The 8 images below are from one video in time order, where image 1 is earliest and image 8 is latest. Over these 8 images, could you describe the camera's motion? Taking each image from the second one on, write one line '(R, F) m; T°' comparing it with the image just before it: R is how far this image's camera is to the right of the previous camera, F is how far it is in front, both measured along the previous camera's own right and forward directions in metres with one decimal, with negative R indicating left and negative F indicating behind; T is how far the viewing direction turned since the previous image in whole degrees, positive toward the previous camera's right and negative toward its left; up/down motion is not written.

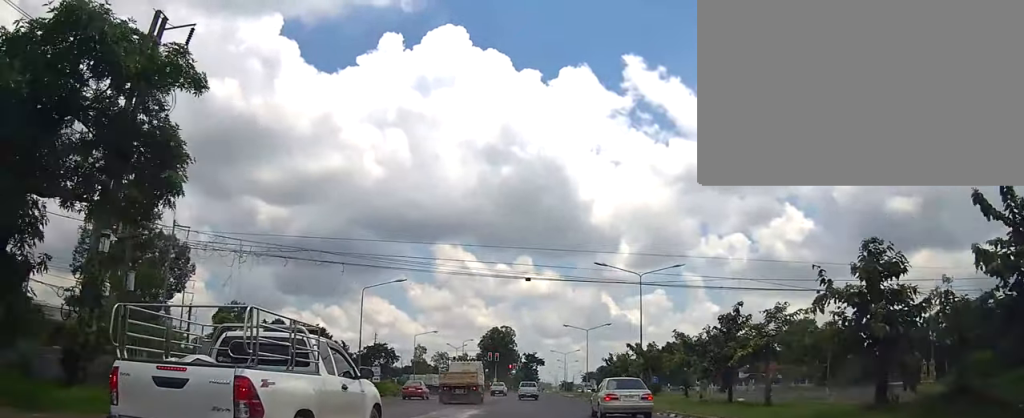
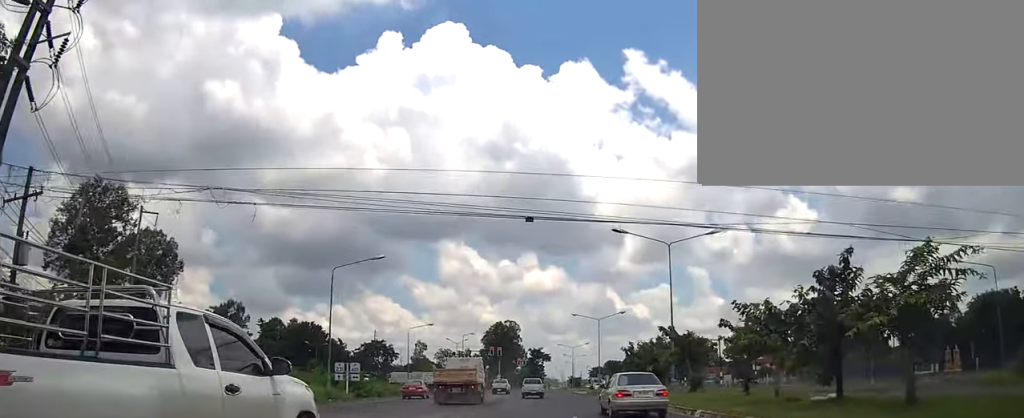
(-0.2, +7.9) m; 0°
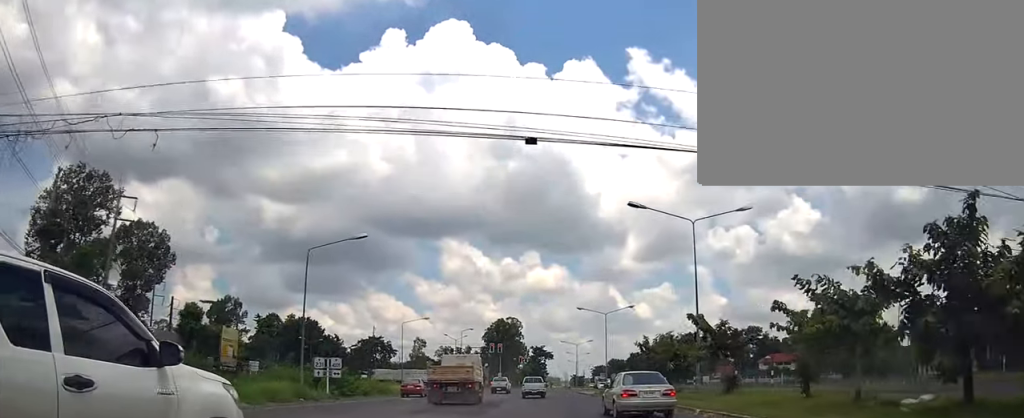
(+0.2, +4.8) m; +1°
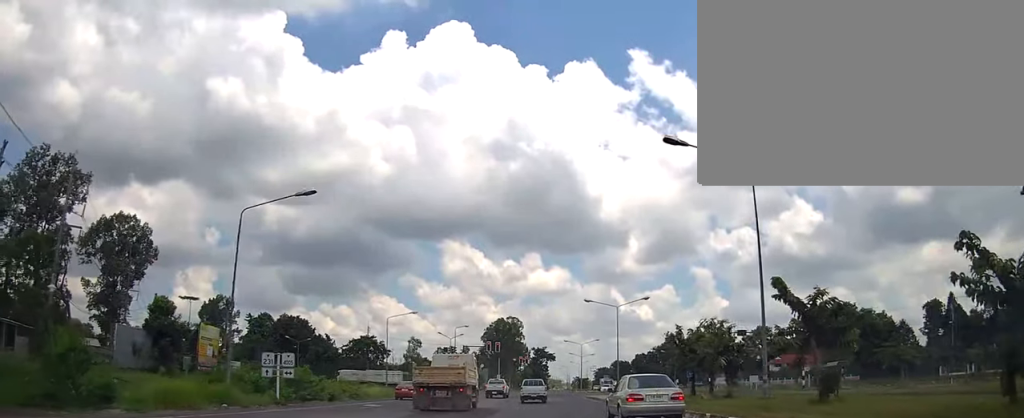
(+0.1, +8.7) m; 0°
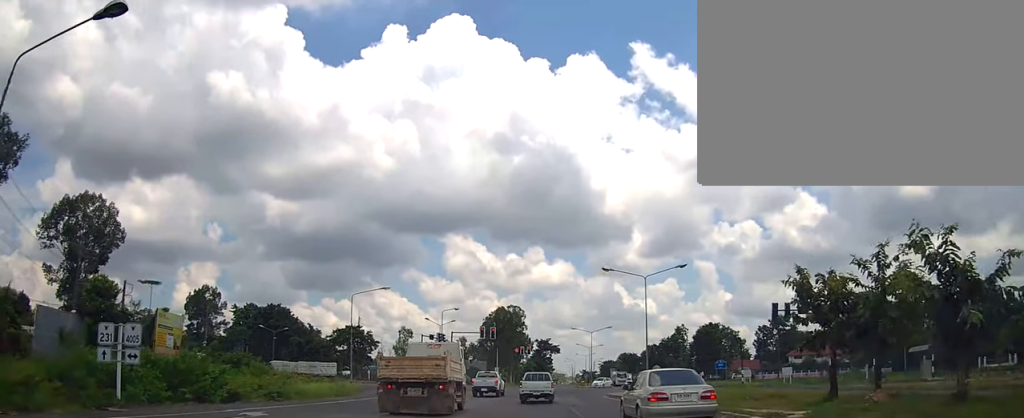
(-0.3, +14.3) m; -3°
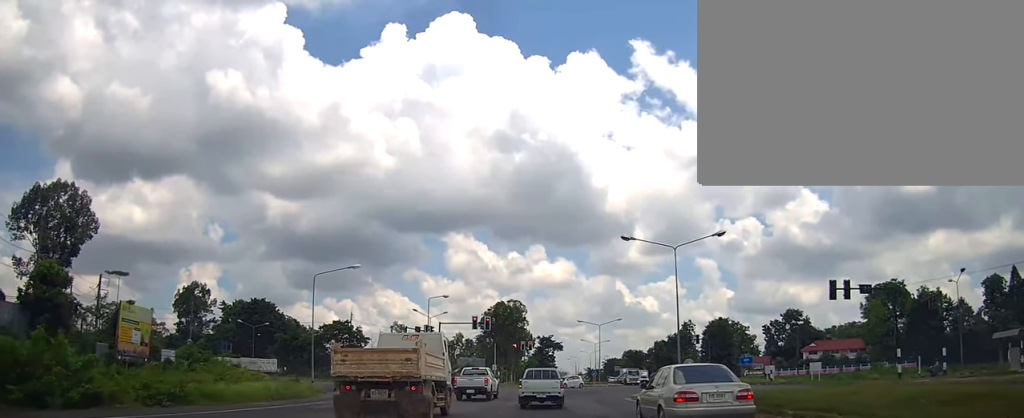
(0.0, +9.7) m; -1°
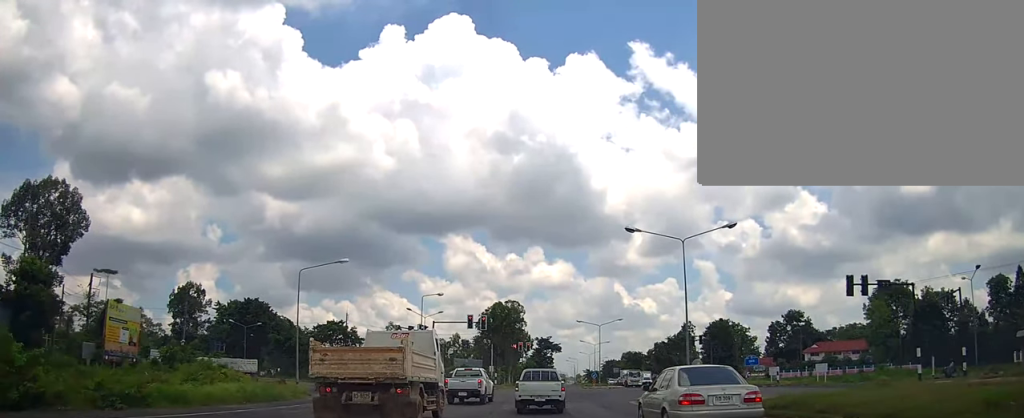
(+0.1, +2.7) m; 0°
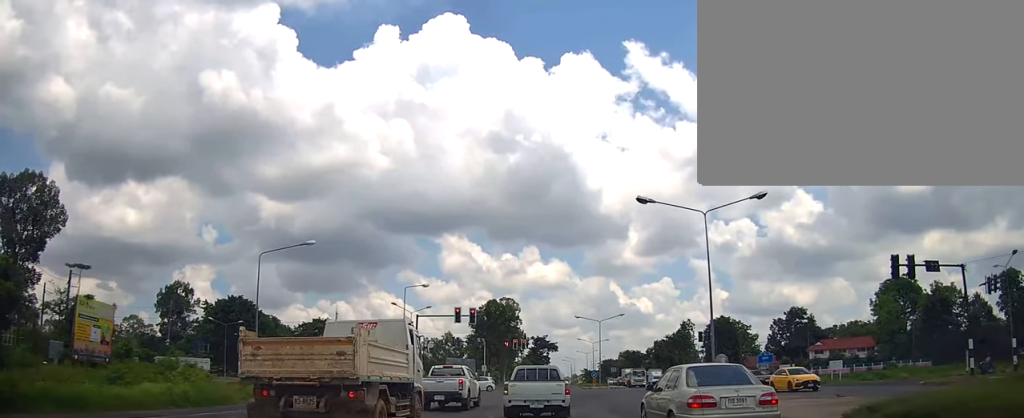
(-0.4, +5.8) m; +2°
